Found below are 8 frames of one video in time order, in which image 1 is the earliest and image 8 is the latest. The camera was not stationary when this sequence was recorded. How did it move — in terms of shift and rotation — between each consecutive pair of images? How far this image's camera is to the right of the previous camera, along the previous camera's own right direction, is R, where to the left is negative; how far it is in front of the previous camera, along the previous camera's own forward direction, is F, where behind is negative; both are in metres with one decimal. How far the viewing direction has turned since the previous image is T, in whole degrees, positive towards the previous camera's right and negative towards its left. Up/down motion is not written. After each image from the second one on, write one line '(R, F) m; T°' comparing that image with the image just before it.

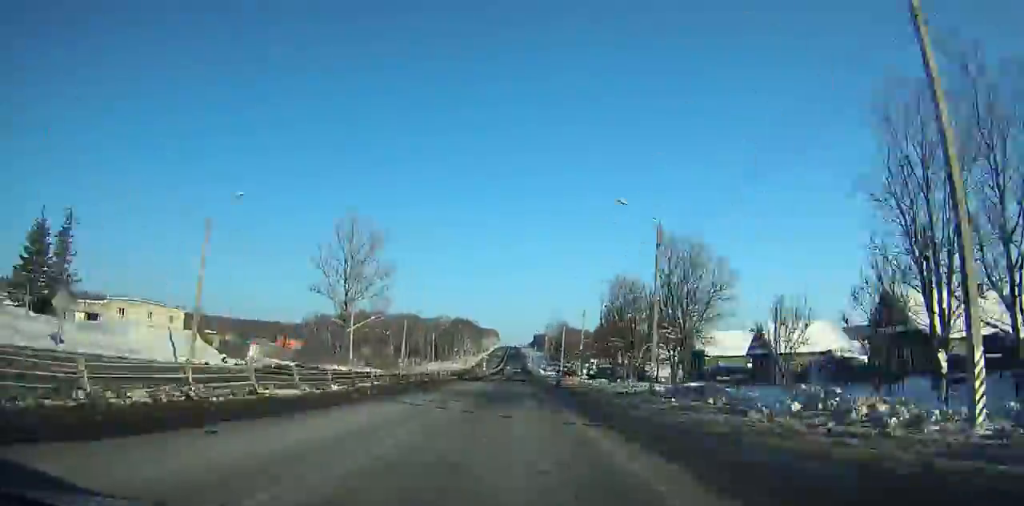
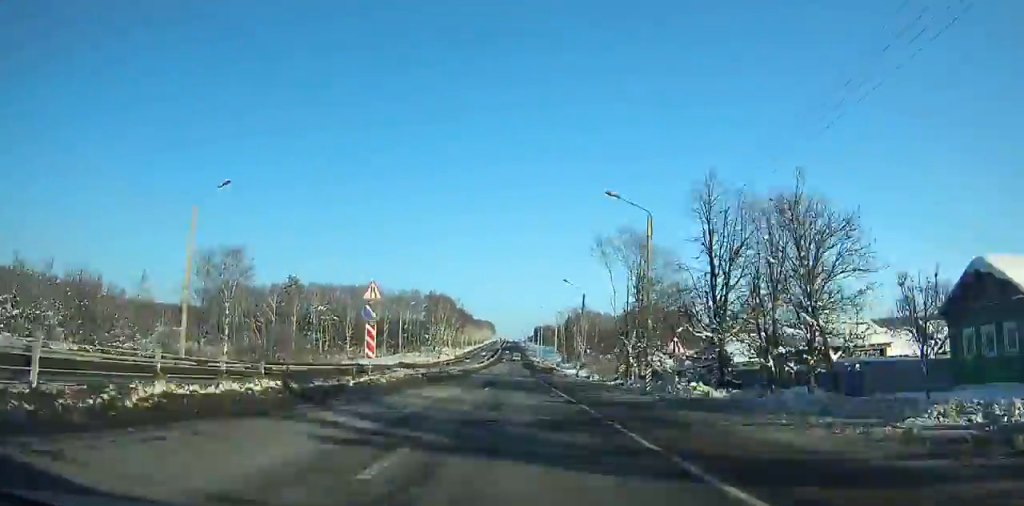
(+1.6, +104.0) m; -1°
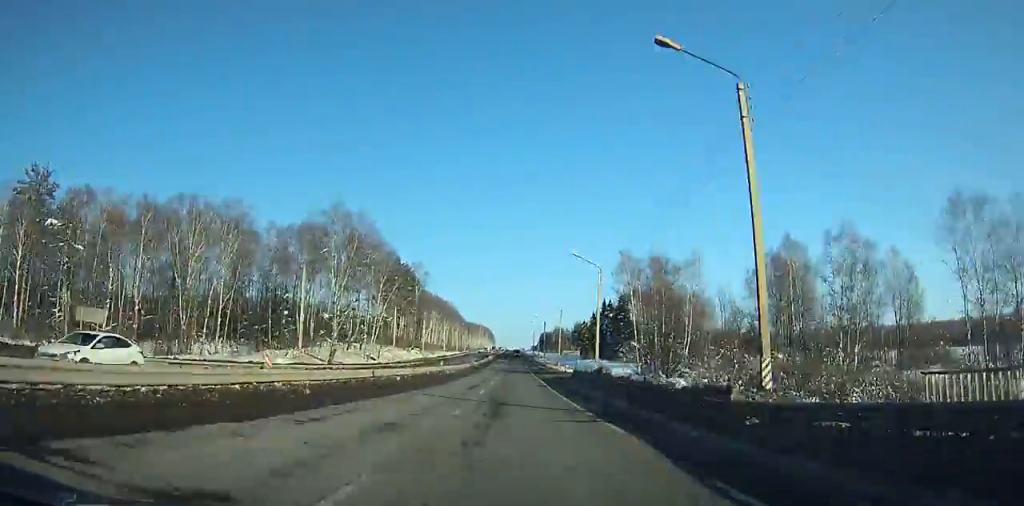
(-3.6, +120.4) m; 0°
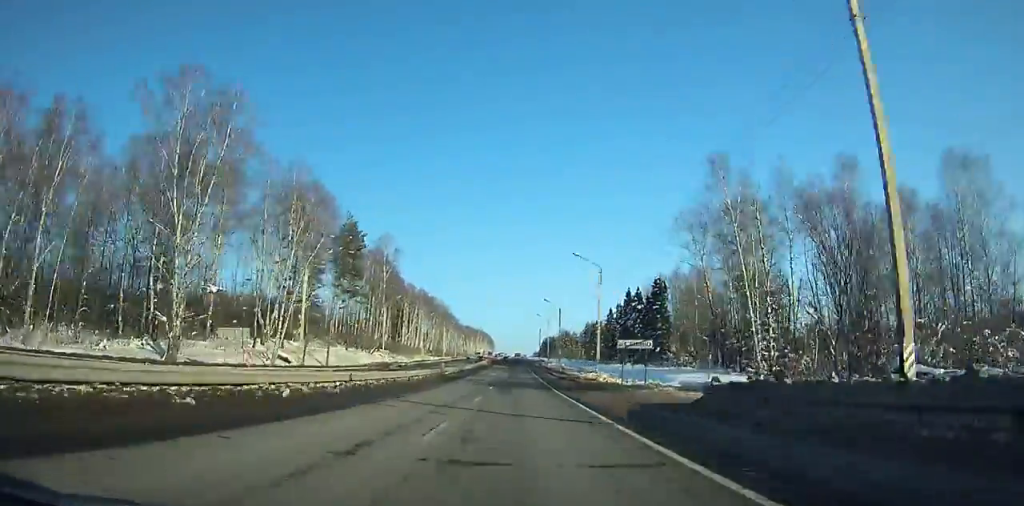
(+0.4, +41.0) m; +1°
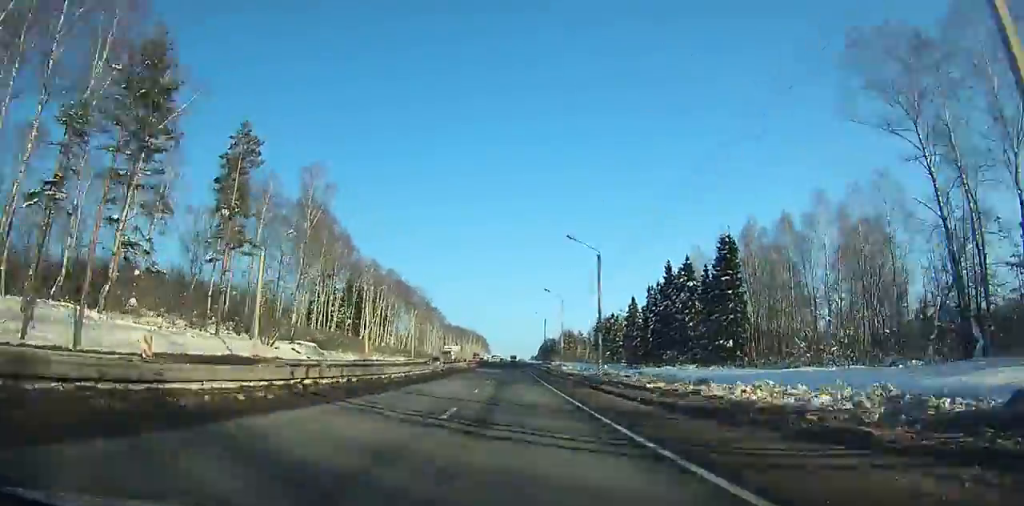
(+0.3, +42.7) m; 0°
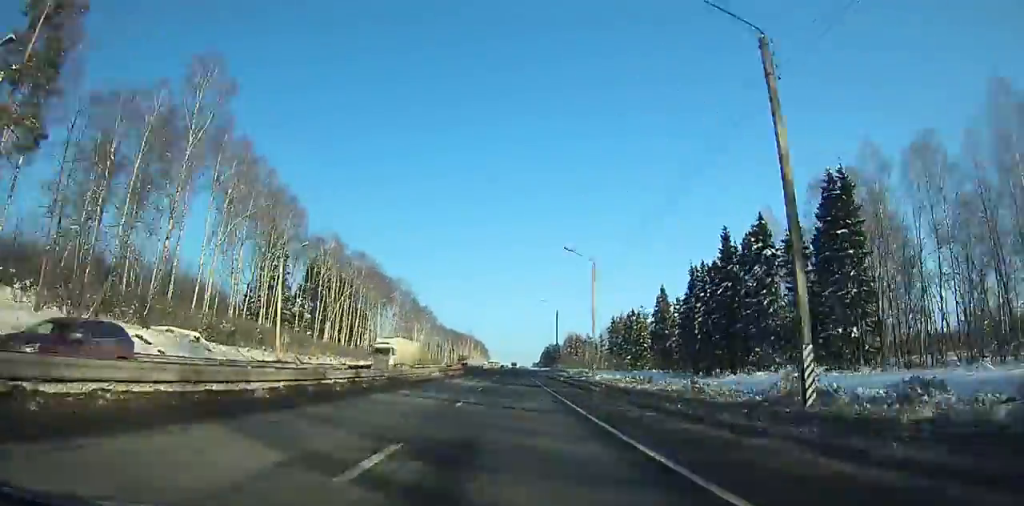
(+0.1, +32.3) m; 0°
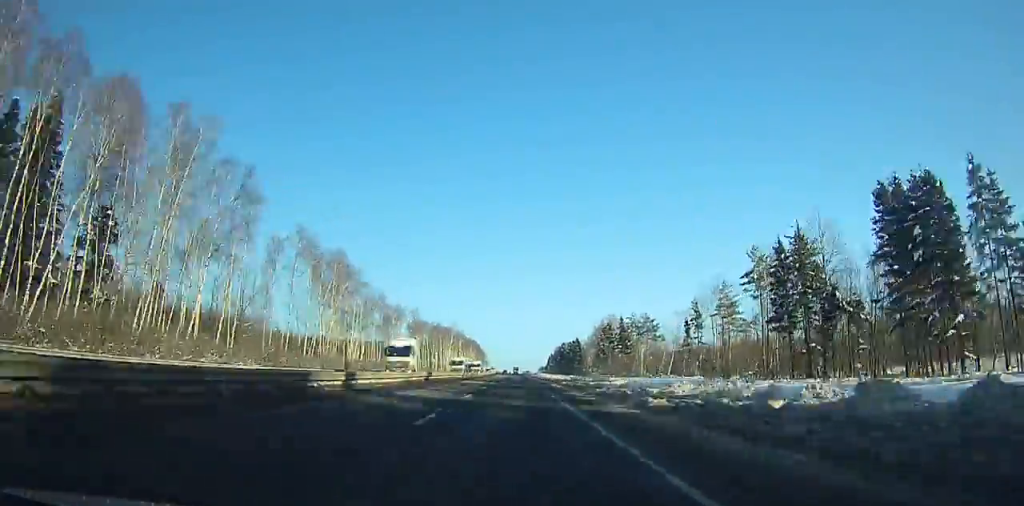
(+0.9, +113.5) m; 0°
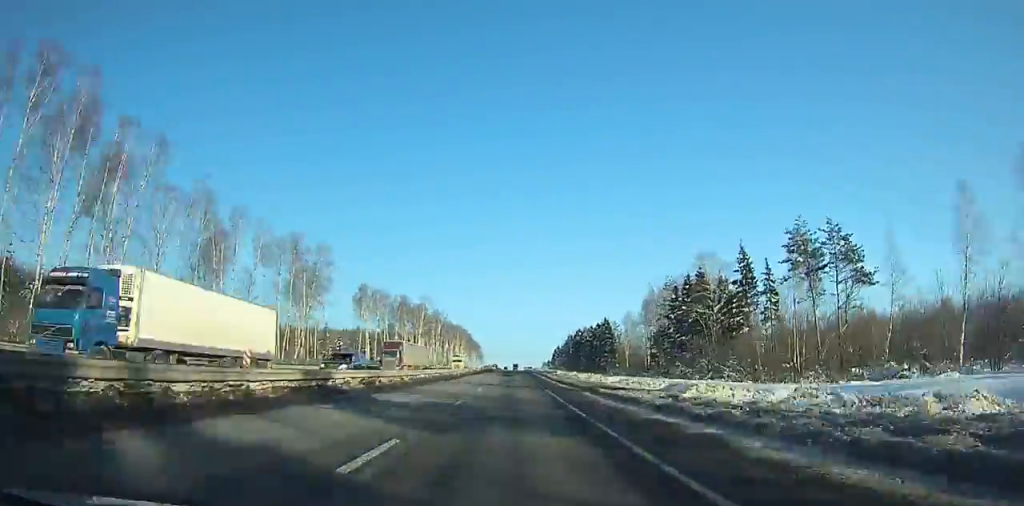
(-2.1, +90.5) m; -1°
